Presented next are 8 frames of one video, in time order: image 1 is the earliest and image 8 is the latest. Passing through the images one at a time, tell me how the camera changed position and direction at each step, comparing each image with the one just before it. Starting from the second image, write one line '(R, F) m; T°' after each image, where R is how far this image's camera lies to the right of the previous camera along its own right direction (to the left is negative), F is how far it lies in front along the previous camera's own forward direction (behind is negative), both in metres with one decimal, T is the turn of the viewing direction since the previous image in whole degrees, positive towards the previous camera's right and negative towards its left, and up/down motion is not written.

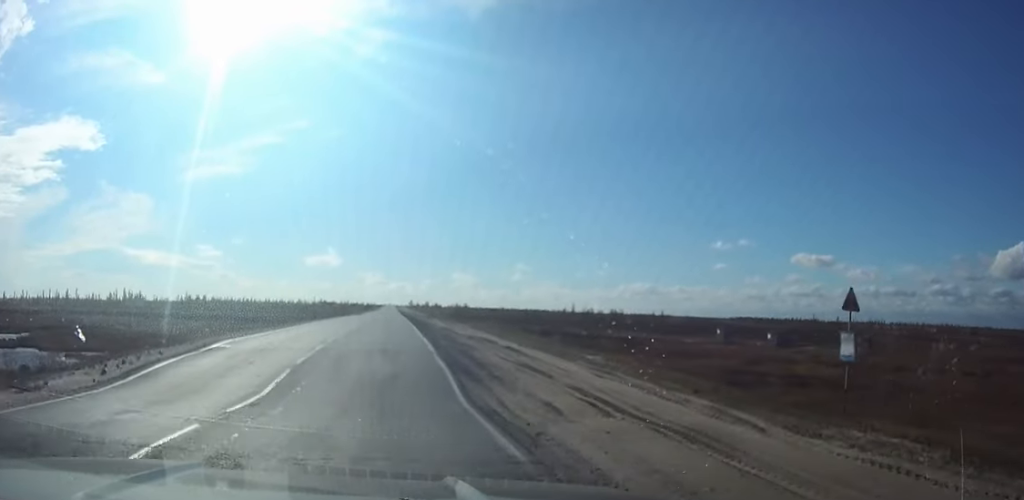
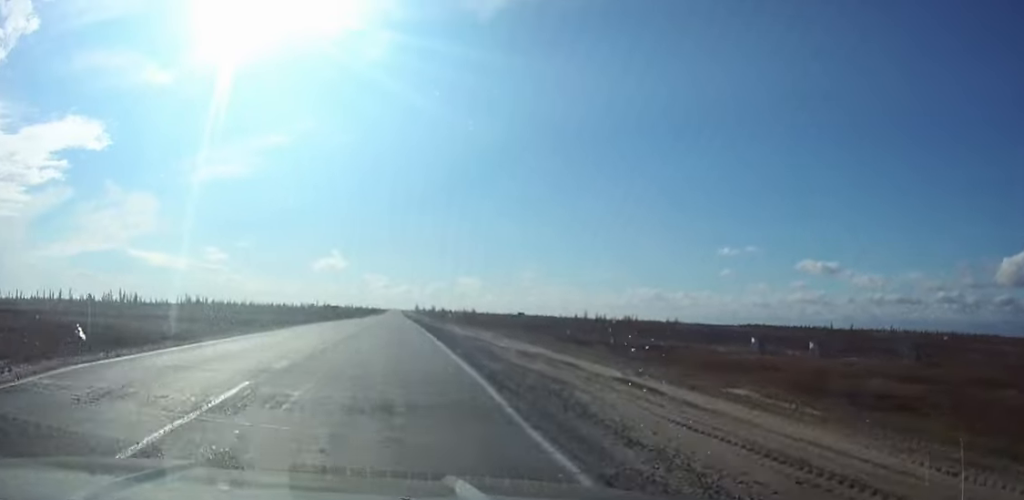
(0.0, +14.6) m; 0°
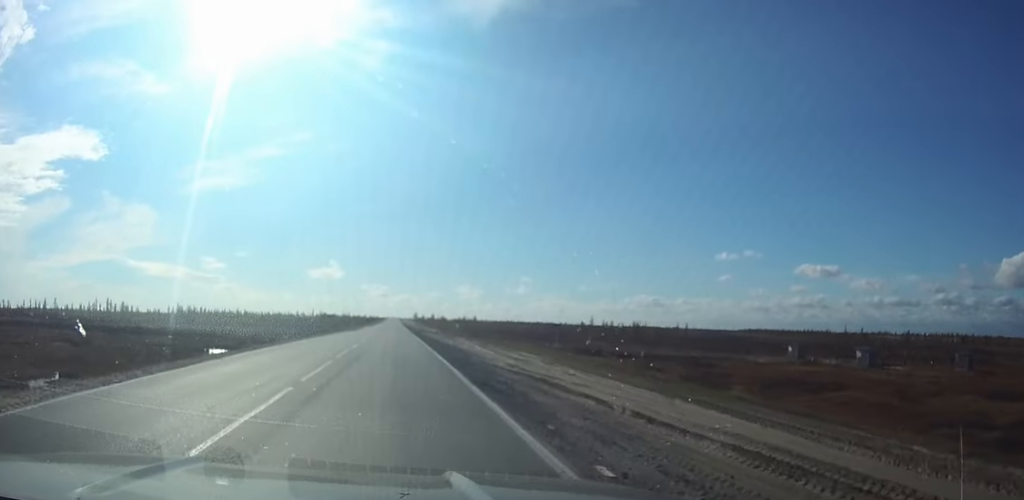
(0.0, +17.6) m; 0°
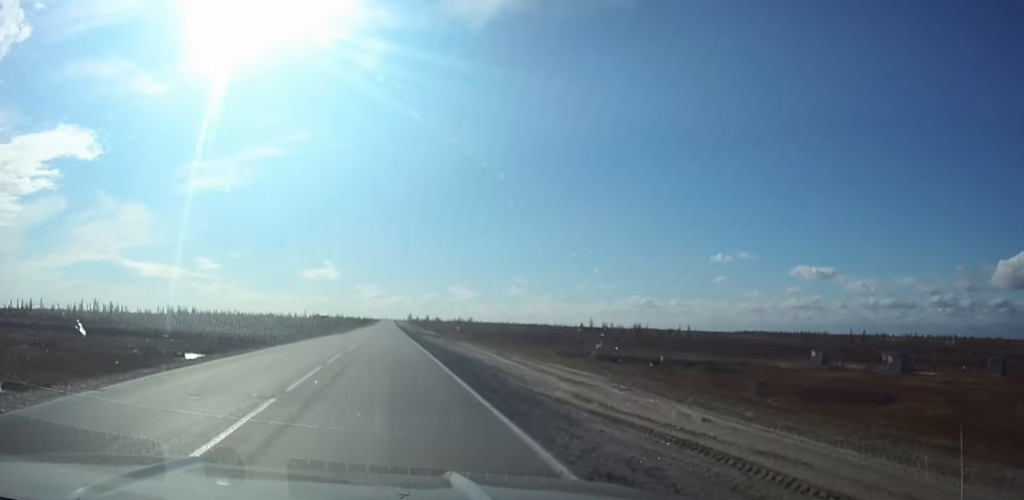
(0.0, +10.6) m; 0°
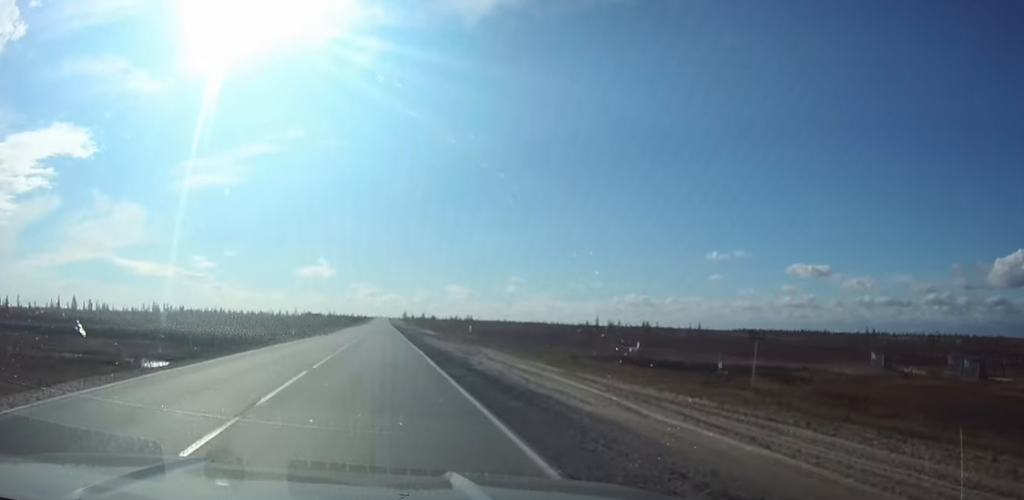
(0.0, +20.0) m; 0°
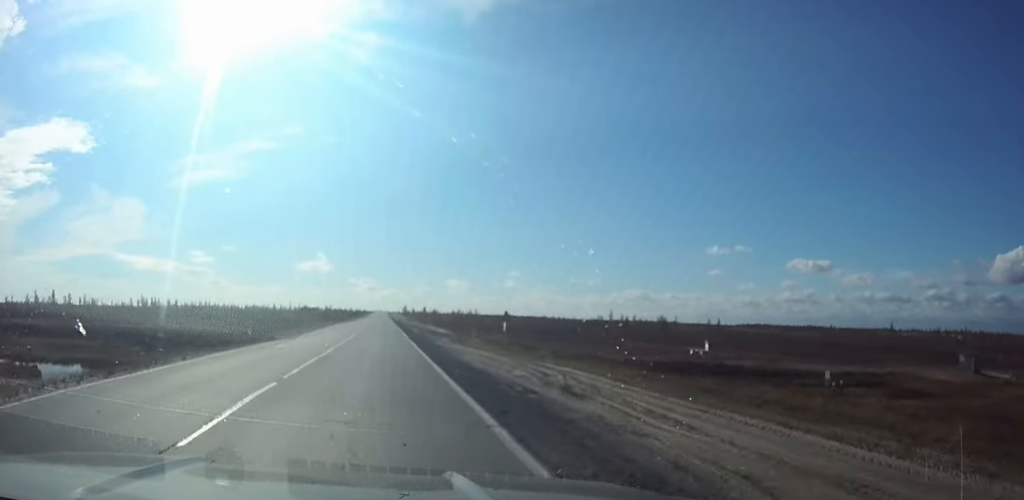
(0.0, +21.1) m; 0°
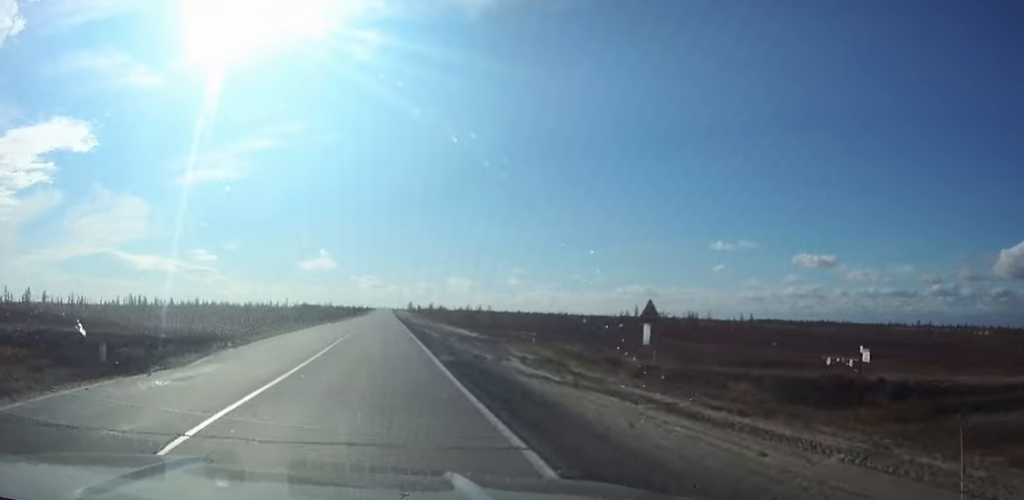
(0.0, +26.6) m; 0°
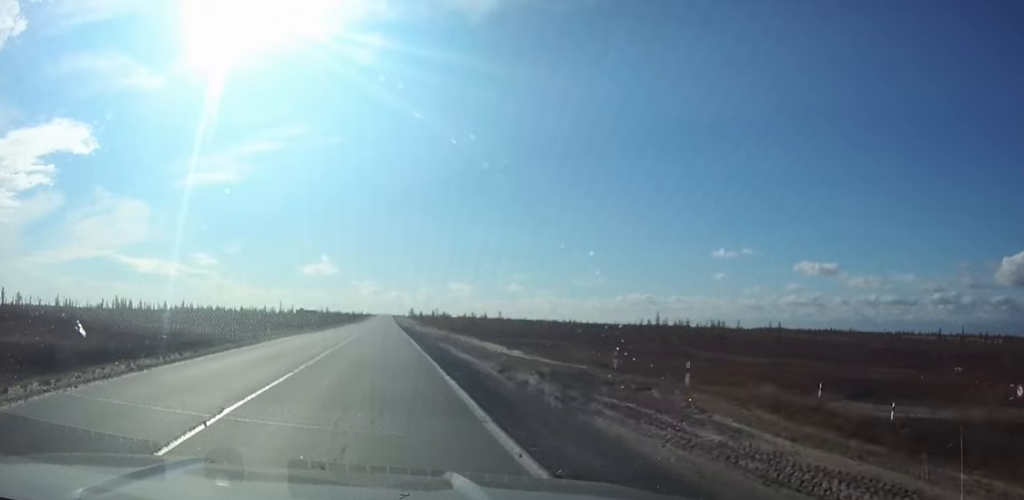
(0.0, +22.1) m; 0°
